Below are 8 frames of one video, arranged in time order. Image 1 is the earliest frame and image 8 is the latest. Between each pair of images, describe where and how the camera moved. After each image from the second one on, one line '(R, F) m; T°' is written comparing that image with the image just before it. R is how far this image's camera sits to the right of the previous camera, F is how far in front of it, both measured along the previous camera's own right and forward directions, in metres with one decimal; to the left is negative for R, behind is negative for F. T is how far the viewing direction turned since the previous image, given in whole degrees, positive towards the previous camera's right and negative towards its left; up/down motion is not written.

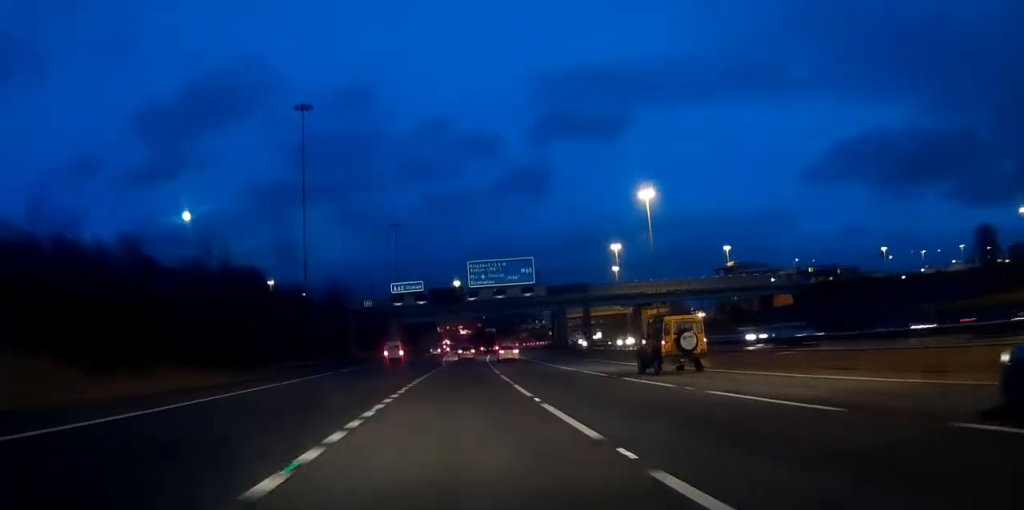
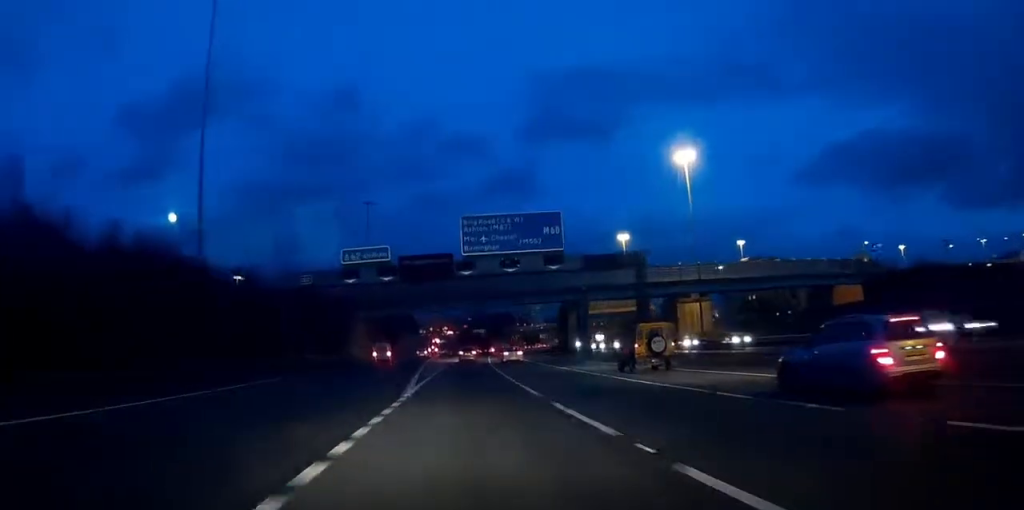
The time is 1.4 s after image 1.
(+0.3, +35.4) m; +2°
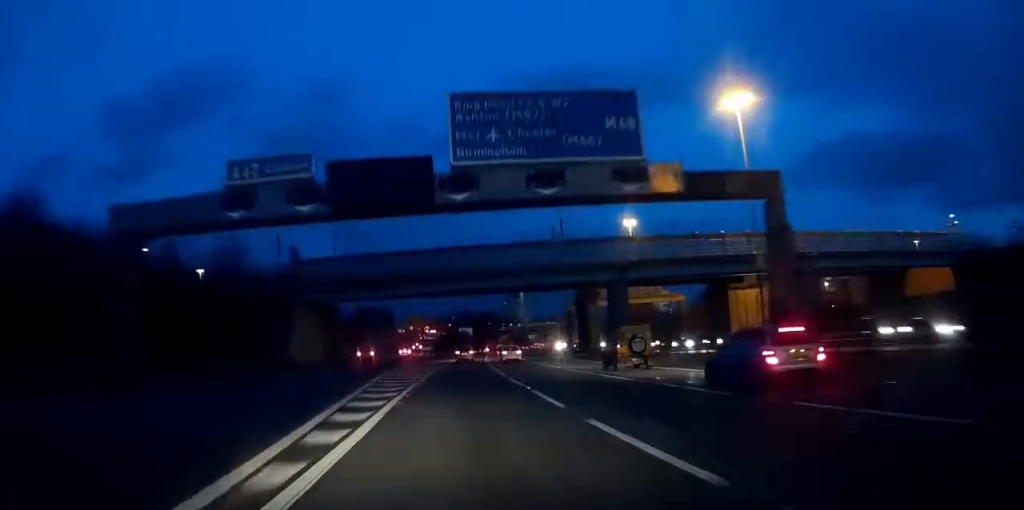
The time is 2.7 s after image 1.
(+0.5, +30.5) m; +1°
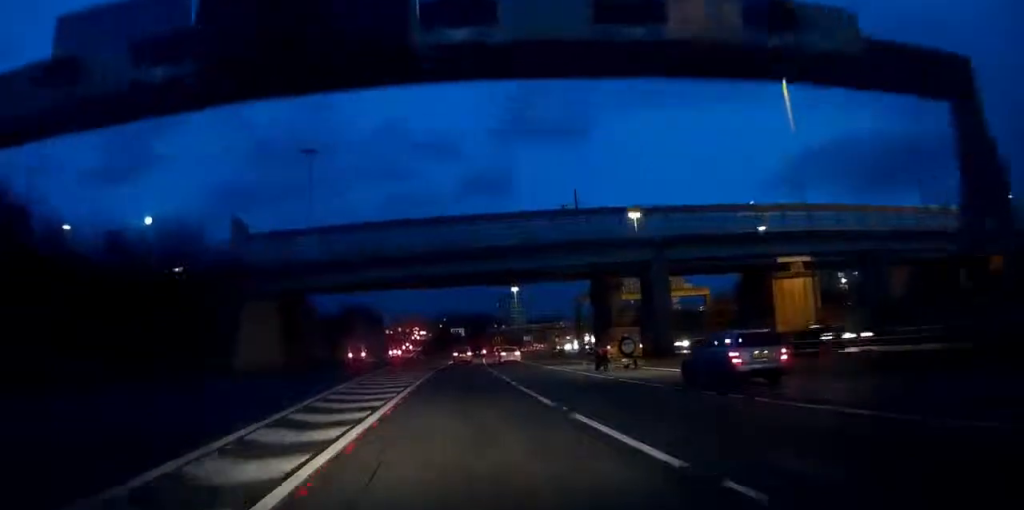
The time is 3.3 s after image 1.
(0.0, +16.5) m; +1°
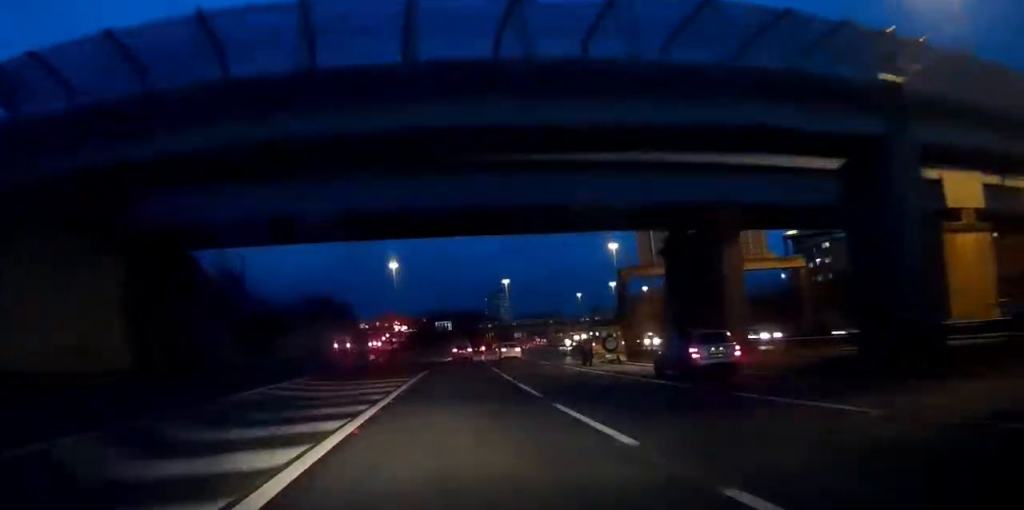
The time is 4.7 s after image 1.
(+0.6, +33.9) m; +2°
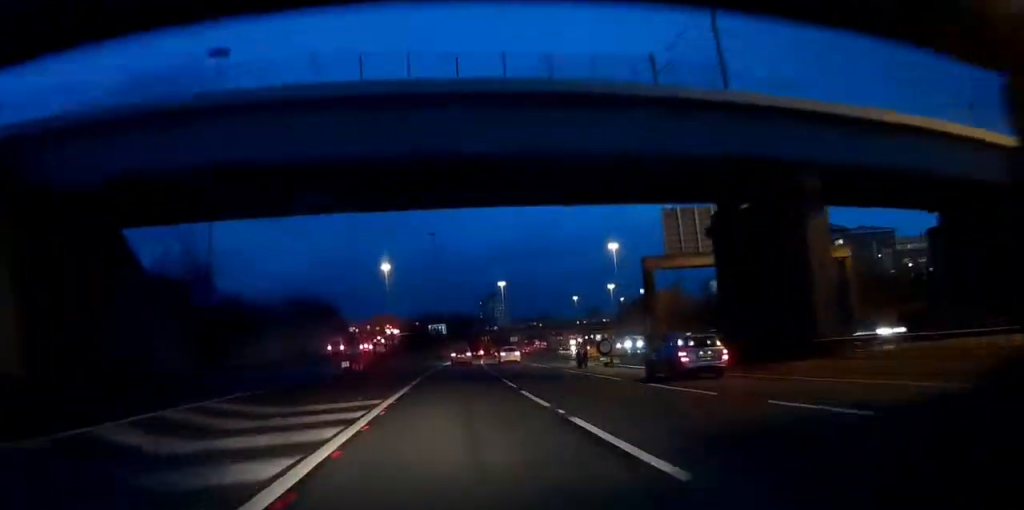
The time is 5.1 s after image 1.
(+0.1, +10.8) m; 0°
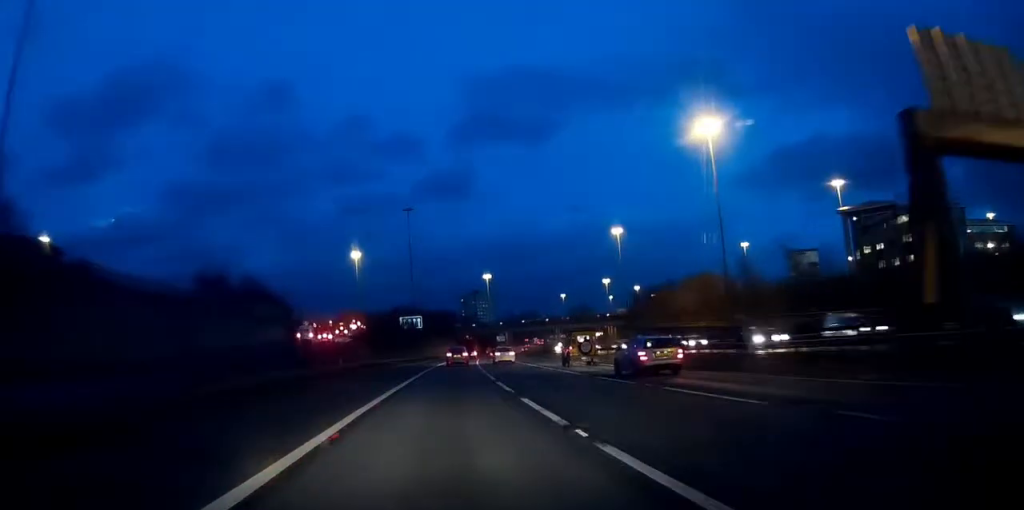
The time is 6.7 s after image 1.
(+1.2, +39.5) m; +3°
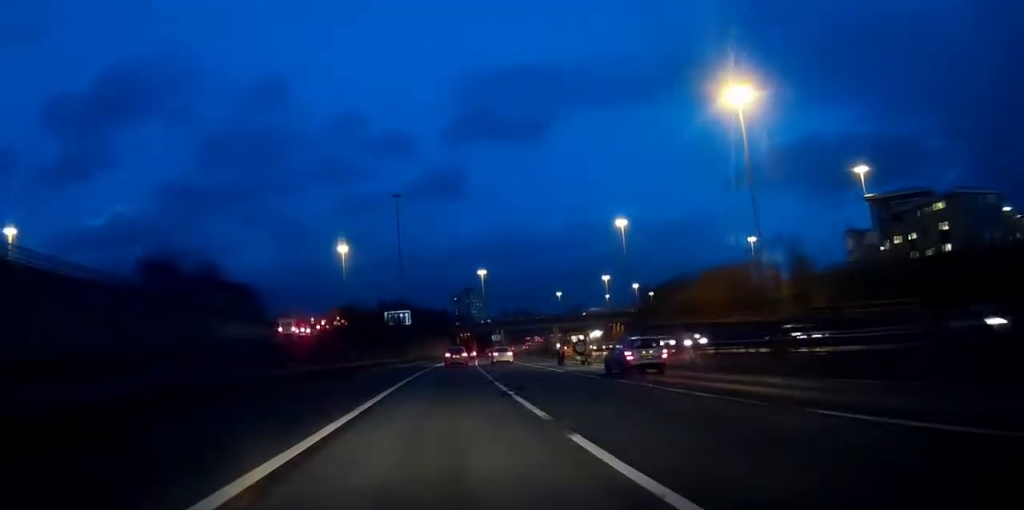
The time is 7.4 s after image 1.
(+0.4, +16.6) m; 0°
